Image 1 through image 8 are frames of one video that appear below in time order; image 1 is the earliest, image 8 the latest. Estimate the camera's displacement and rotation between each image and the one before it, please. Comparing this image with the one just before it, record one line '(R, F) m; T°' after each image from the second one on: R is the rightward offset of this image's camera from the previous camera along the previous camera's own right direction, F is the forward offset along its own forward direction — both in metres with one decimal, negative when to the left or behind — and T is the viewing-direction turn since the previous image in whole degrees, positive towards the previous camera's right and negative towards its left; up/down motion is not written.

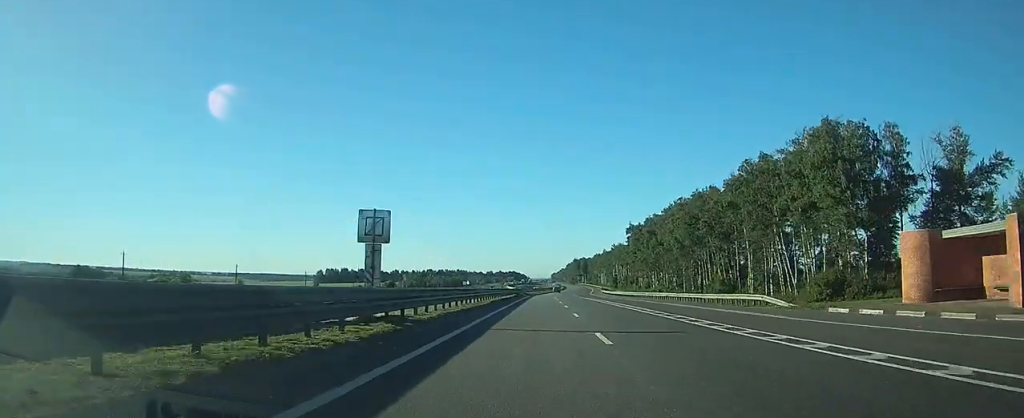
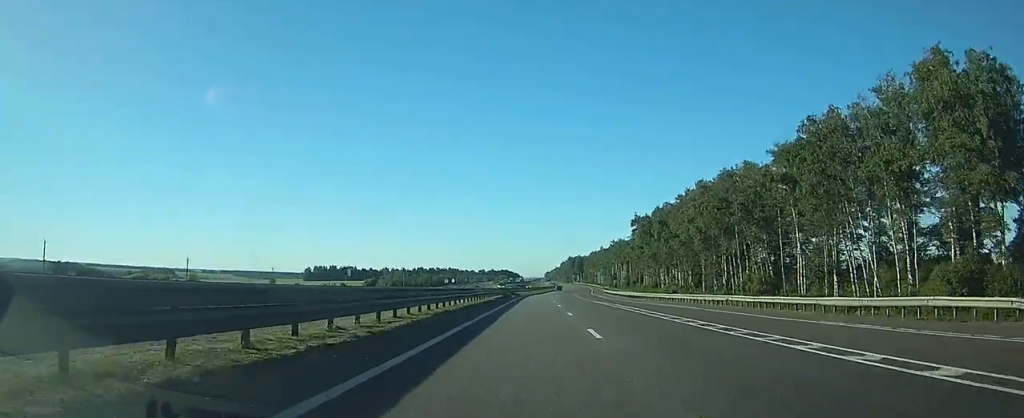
(+0.1, +22.6) m; 0°
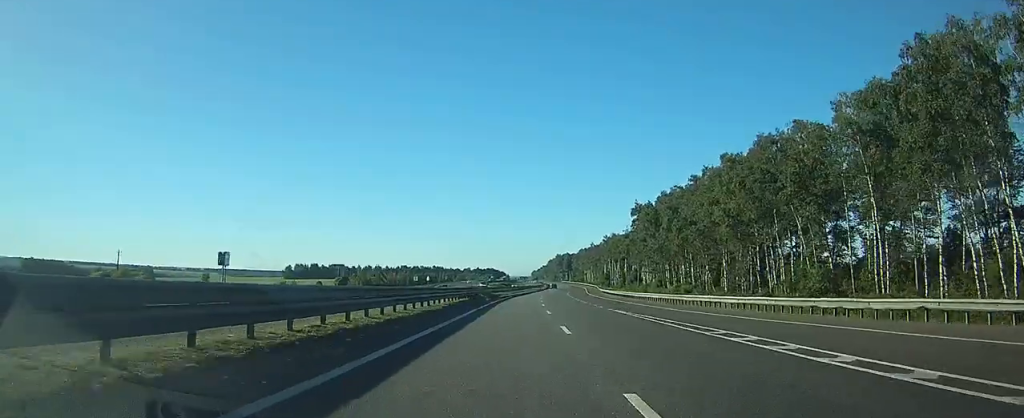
(+0.1, +22.7) m; +1°
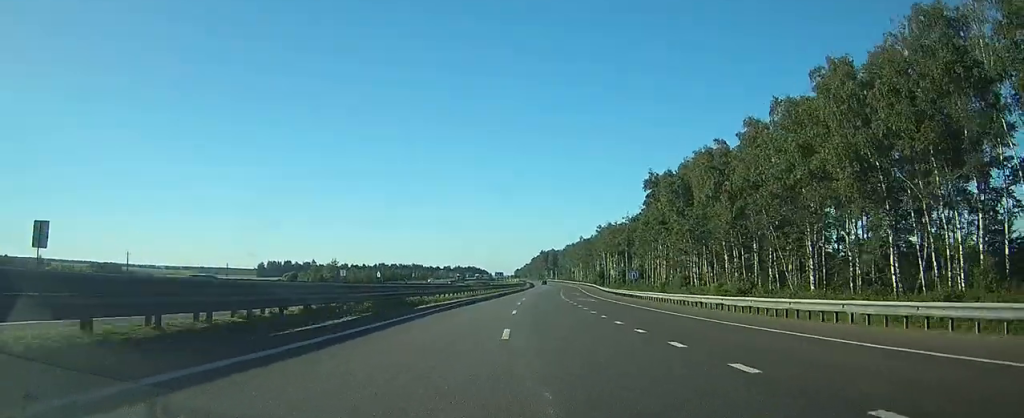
(+0.8, +38.0) m; +2°
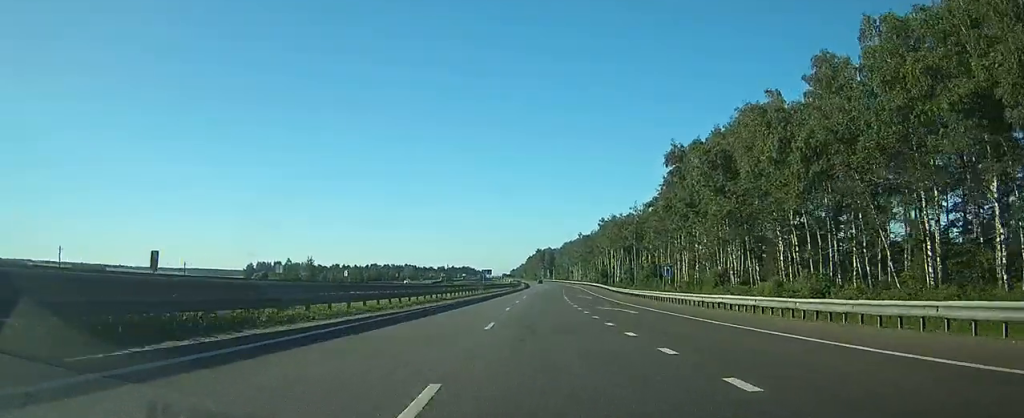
(+0.2, +21.4) m; +1°
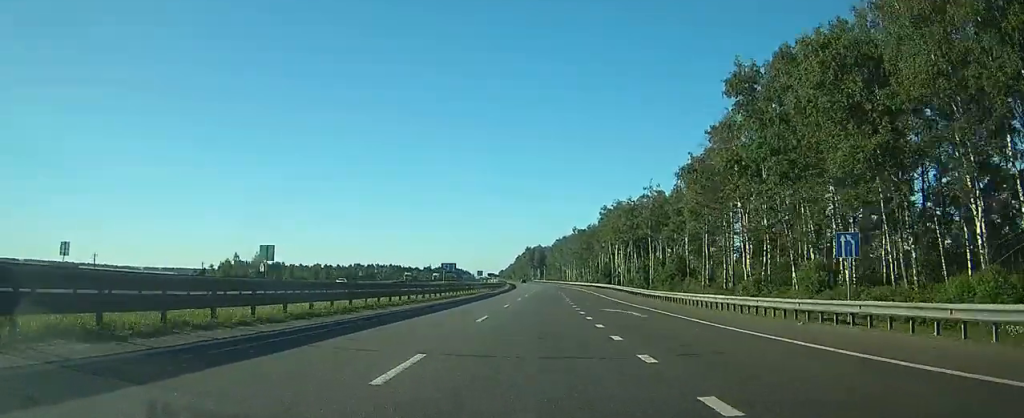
(+0.2, +33.1) m; 0°
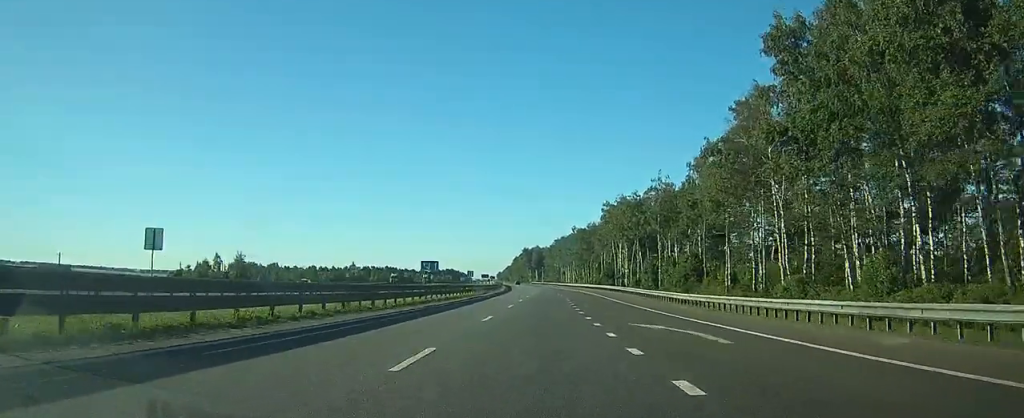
(0.0, +10.9) m; 0°
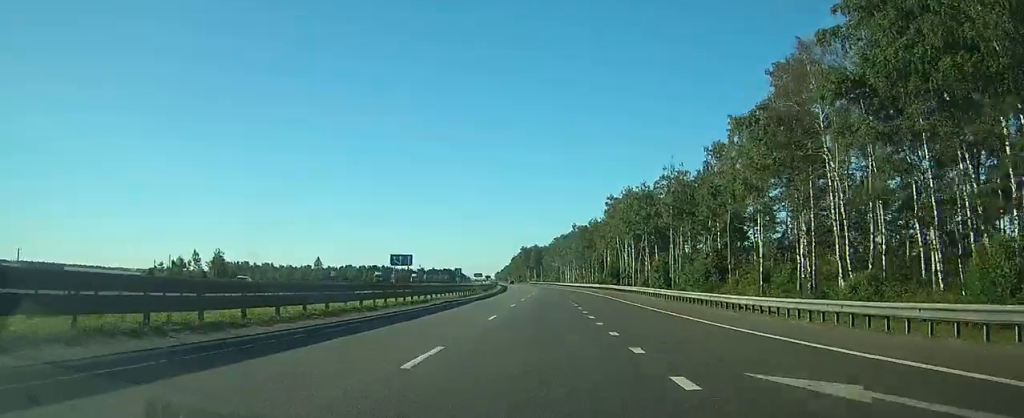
(0.0, +11.7) m; 0°
